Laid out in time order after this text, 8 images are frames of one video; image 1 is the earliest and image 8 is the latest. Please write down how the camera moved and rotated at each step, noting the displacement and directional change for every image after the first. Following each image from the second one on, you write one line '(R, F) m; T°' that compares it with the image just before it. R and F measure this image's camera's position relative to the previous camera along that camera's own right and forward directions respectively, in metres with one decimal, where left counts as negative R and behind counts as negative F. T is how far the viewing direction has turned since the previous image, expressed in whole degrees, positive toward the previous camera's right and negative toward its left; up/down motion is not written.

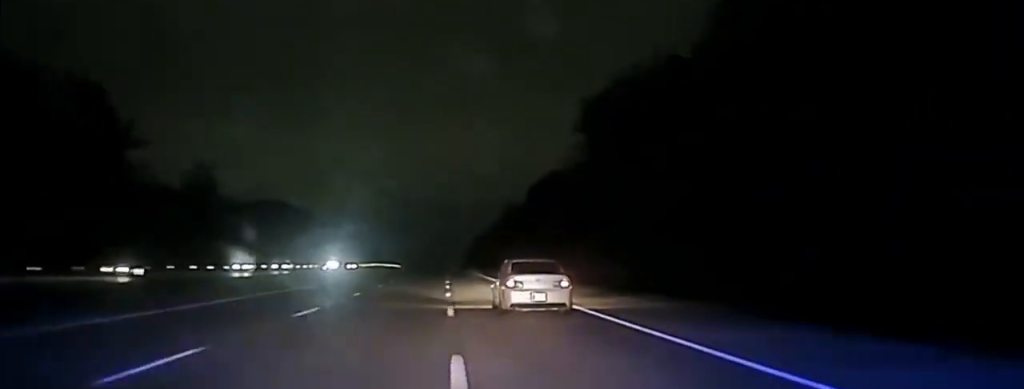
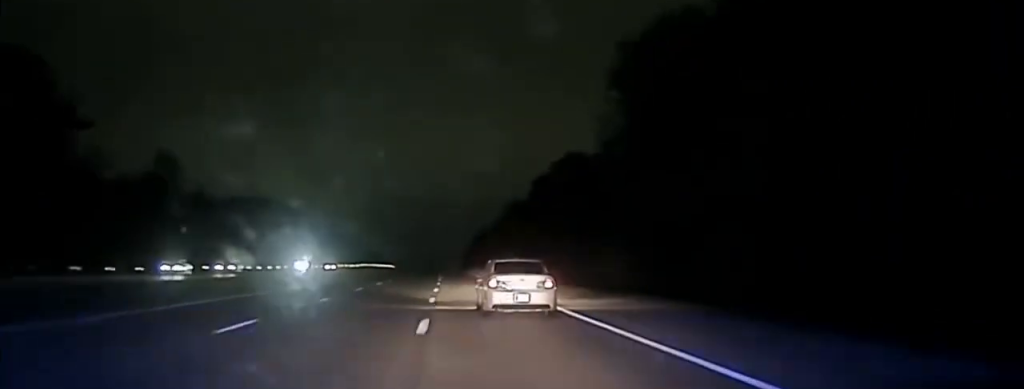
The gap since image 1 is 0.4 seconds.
(0.0, +17.4) m; 0°
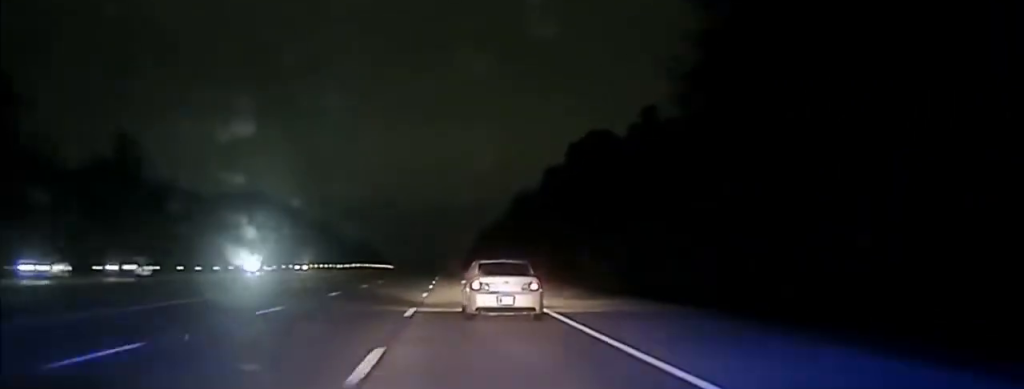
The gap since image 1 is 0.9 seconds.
(+0.1, +21.5) m; 0°
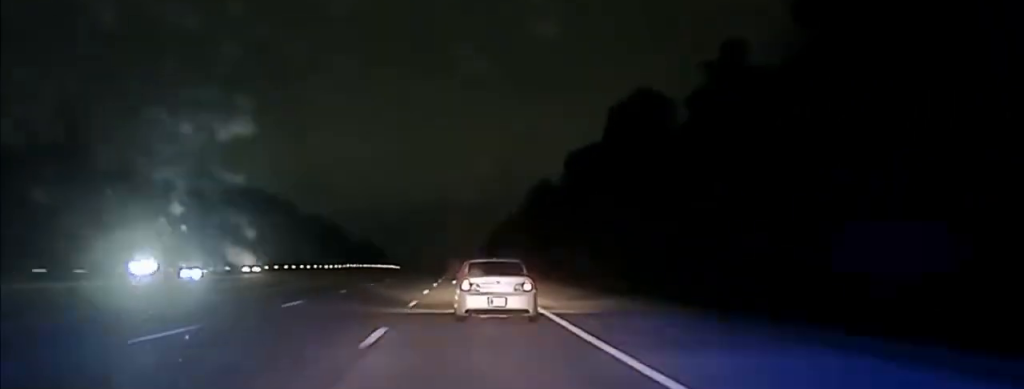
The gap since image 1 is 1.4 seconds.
(+0.1, +21.8) m; 0°
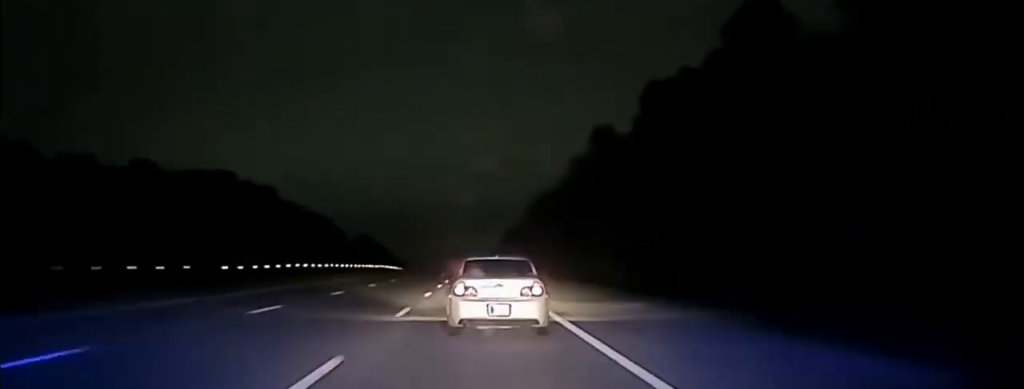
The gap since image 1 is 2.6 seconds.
(-0.2, +57.6) m; -1°
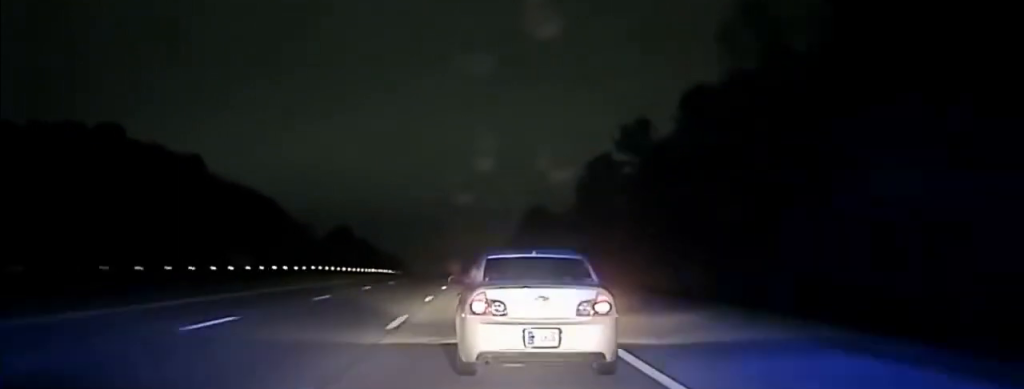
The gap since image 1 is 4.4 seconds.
(-0.9, +78.3) m; -1°
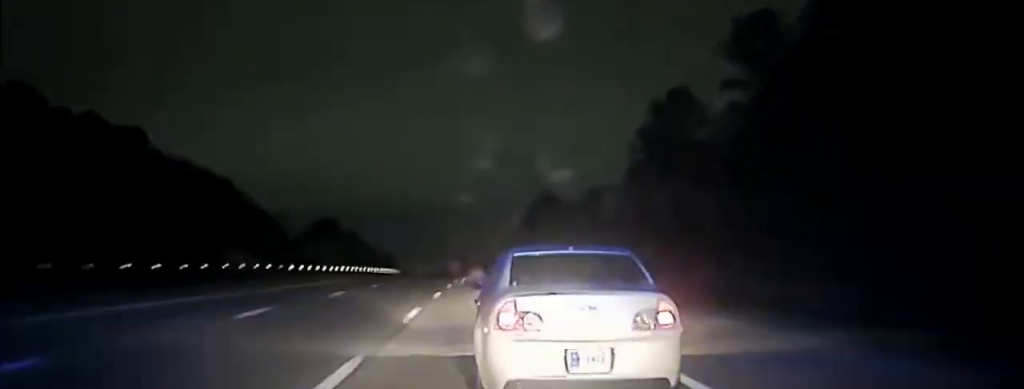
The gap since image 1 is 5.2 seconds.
(0.0, +32.5) m; 0°
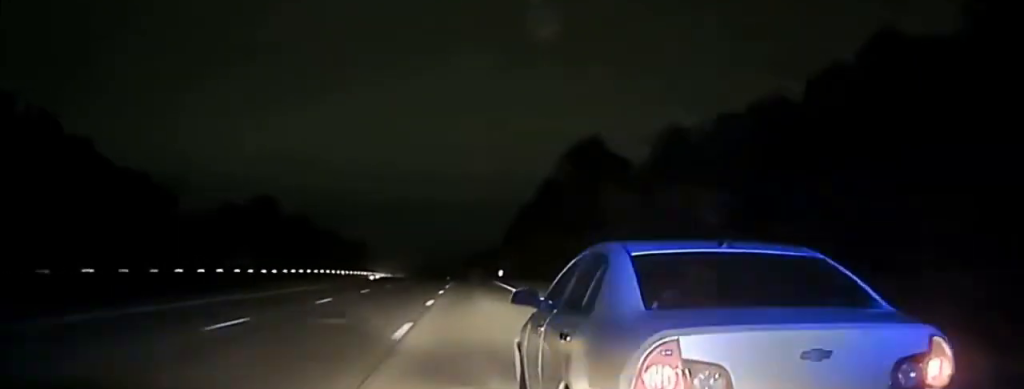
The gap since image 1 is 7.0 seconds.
(+0.4, +67.4) m; 0°
